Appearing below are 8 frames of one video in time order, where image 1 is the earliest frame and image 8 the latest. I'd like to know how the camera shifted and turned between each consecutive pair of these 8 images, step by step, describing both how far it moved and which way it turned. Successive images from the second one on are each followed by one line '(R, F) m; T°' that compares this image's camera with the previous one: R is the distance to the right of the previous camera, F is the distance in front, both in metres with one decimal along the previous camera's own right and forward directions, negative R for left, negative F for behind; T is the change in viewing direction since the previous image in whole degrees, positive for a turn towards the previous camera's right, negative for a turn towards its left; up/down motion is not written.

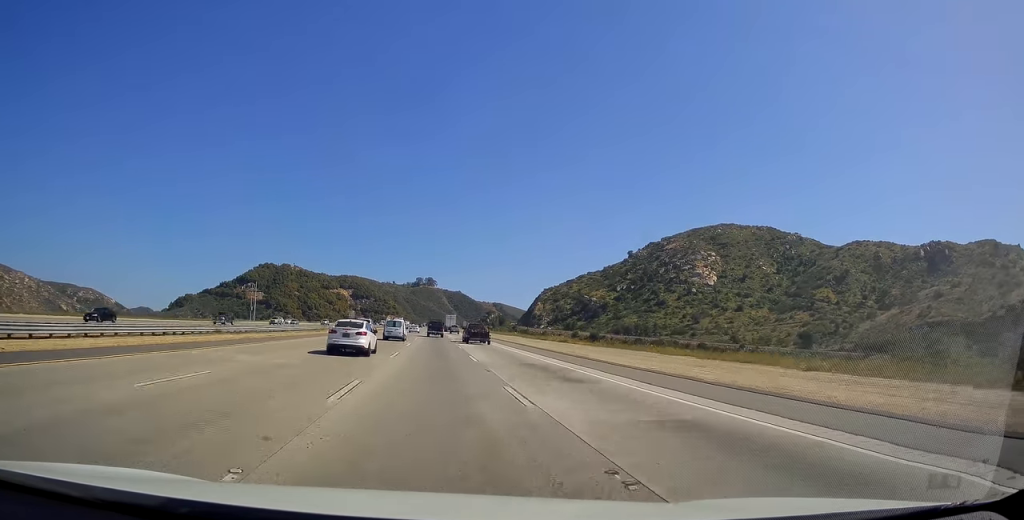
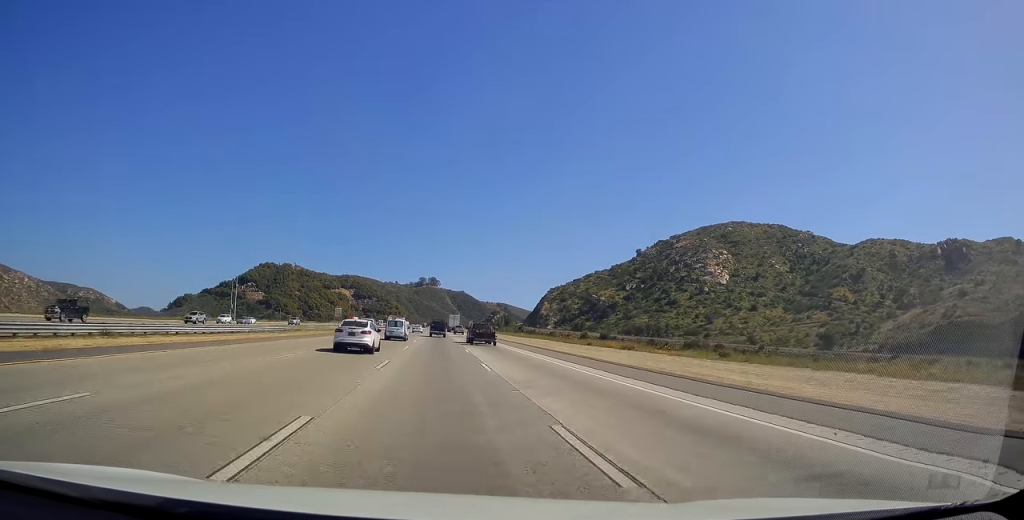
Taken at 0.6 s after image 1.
(-0.3, +20.6) m; -1°
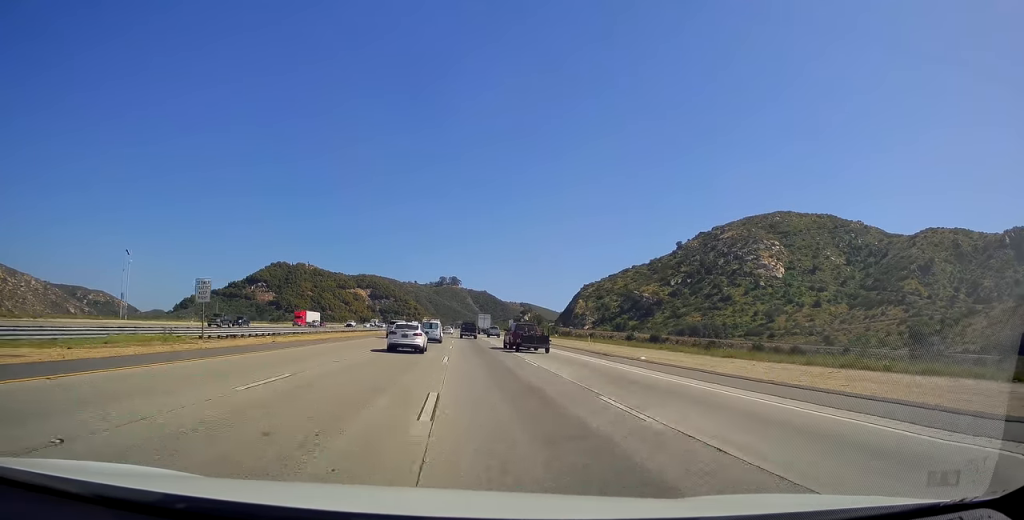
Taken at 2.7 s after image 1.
(-0.1, +69.2) m; 0°
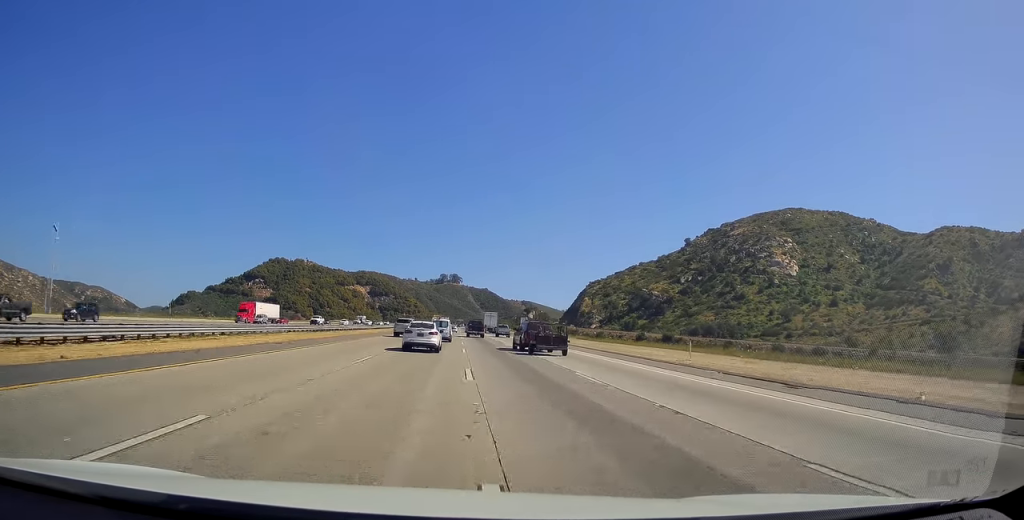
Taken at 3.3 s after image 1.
(0.0, +21.1) m; 0°
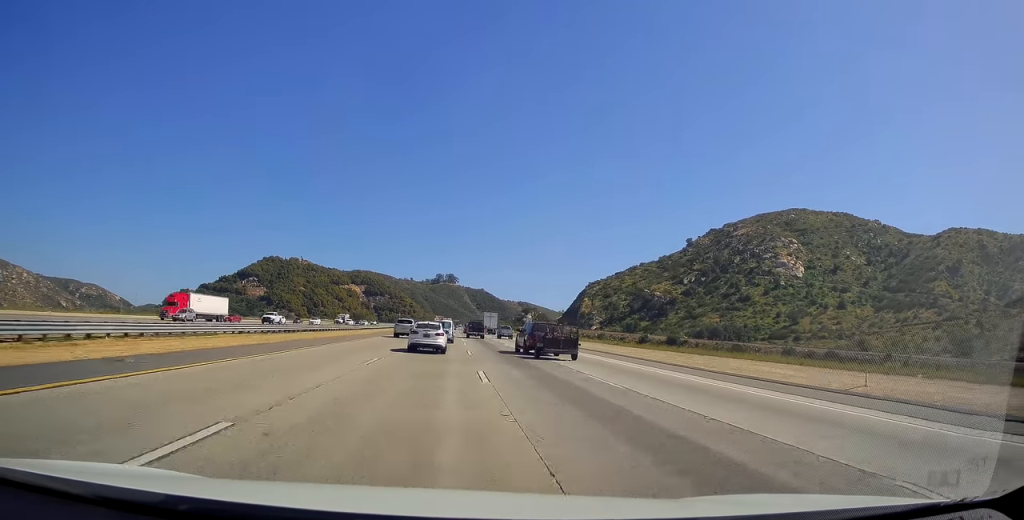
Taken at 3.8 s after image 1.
(-0.4, +14.2) m; 0°
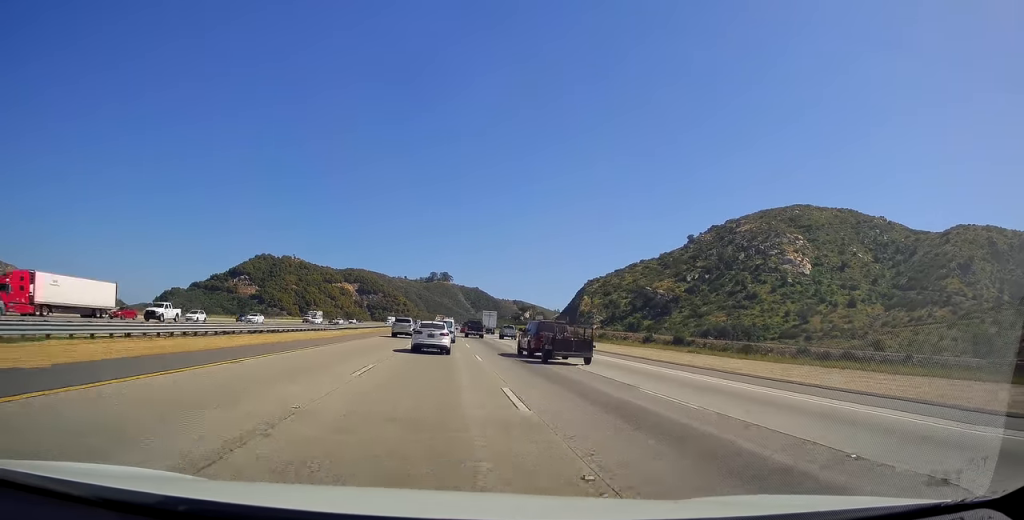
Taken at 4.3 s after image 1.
(0.0, +18.7) m; 0°
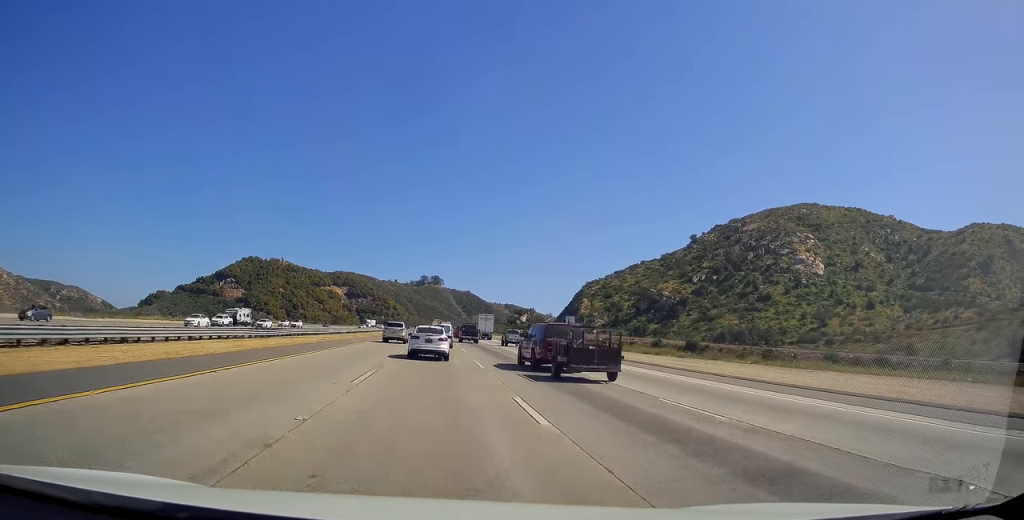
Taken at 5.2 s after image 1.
(+0.4, +30.7) m; 0°
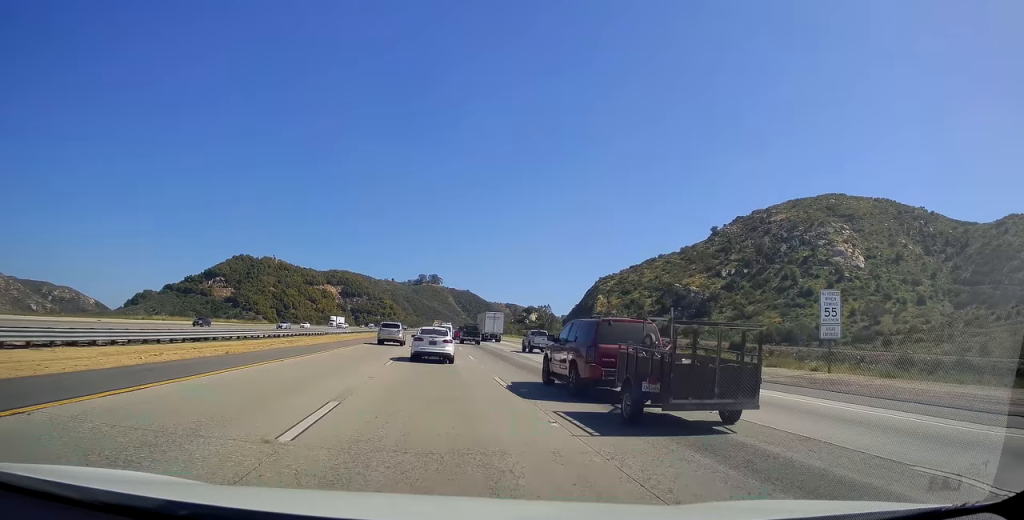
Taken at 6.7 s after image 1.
(+0.5, +54.4) m; +1°
